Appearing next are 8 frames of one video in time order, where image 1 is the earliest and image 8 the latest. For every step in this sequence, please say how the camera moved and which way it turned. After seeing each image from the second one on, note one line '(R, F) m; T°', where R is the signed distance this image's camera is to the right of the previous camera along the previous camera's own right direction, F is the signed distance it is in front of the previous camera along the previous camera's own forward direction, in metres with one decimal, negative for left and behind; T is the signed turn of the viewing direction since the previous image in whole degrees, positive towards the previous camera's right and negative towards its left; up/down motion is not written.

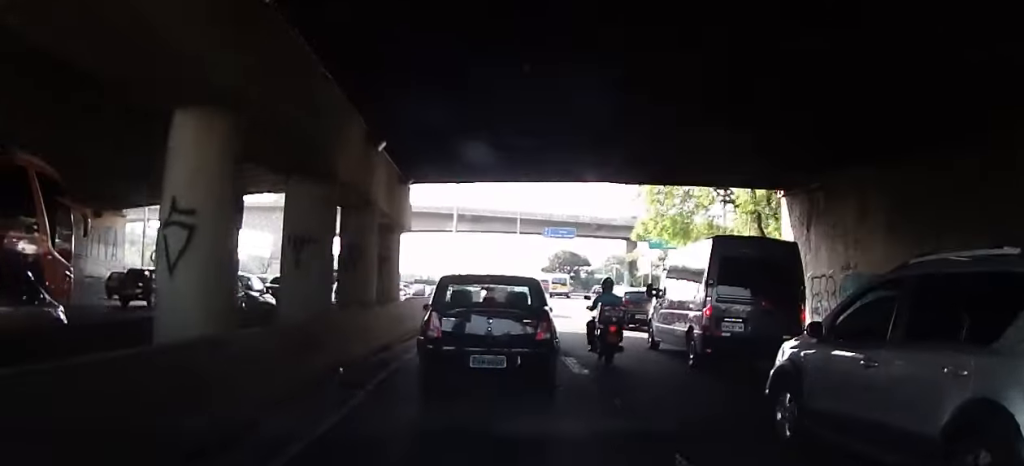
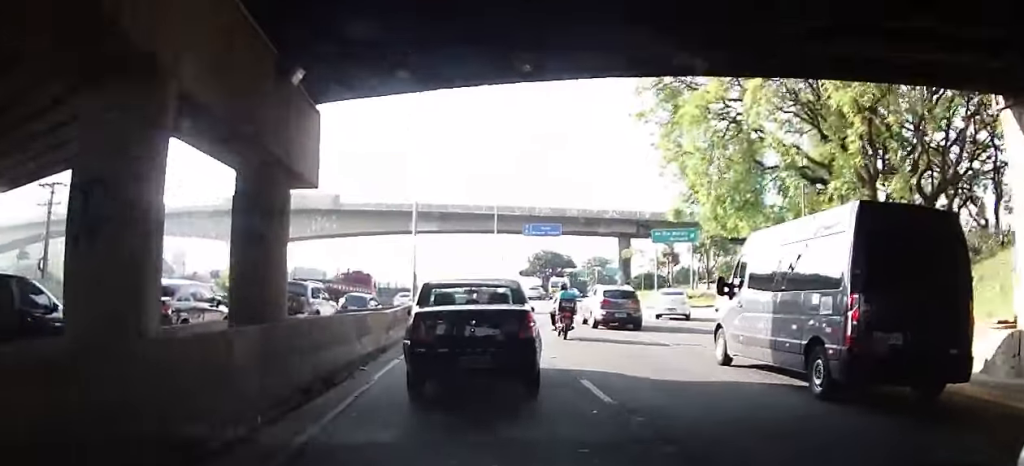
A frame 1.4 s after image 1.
(+0.9, +11.7) m; +8°
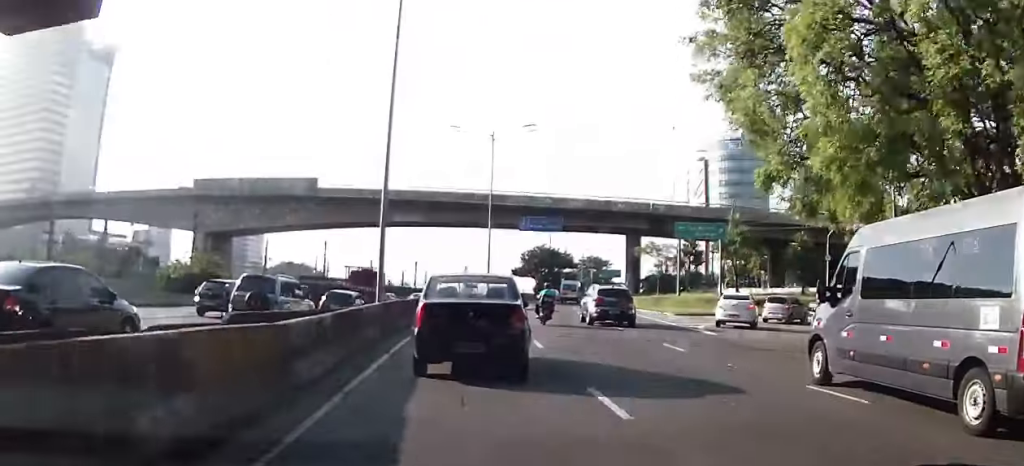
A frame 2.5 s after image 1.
(+0.2, +9.3) m; +5°
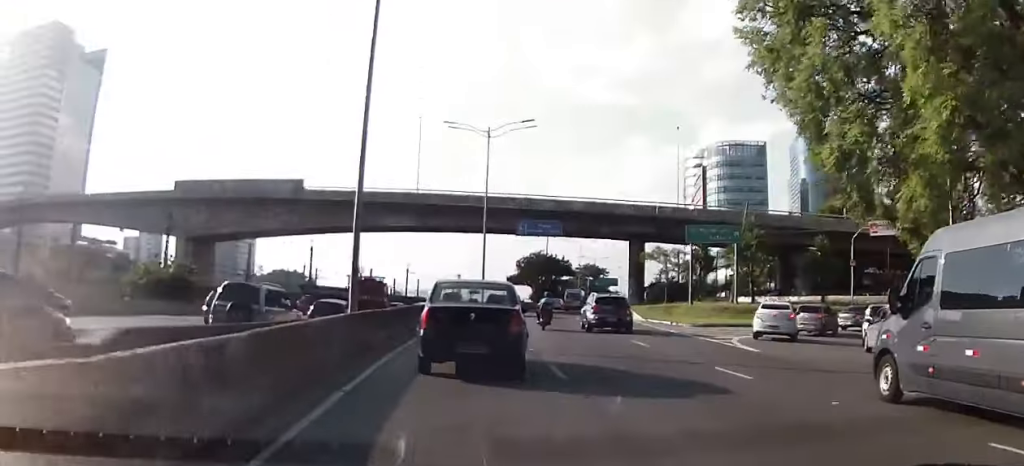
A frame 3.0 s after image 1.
(+0.3, +4.4) m; +1°
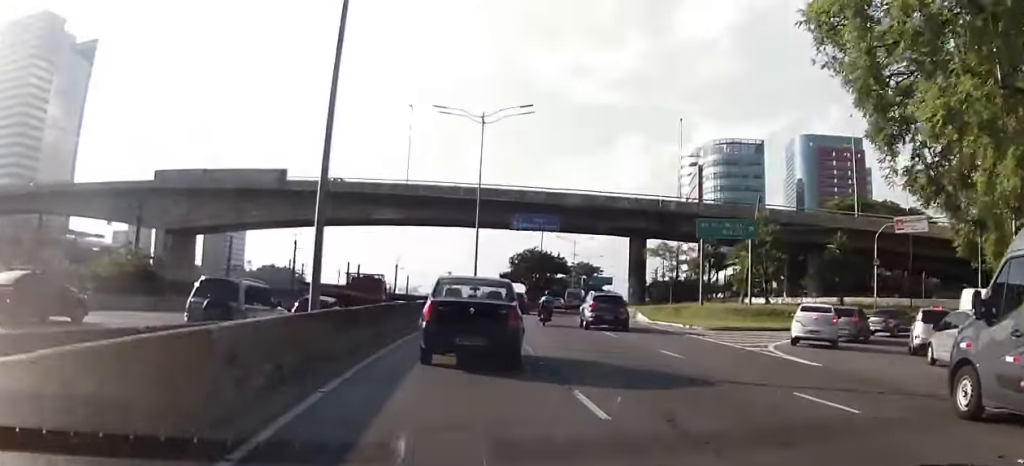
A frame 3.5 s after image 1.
(+0.2, +3.8) m; +1°
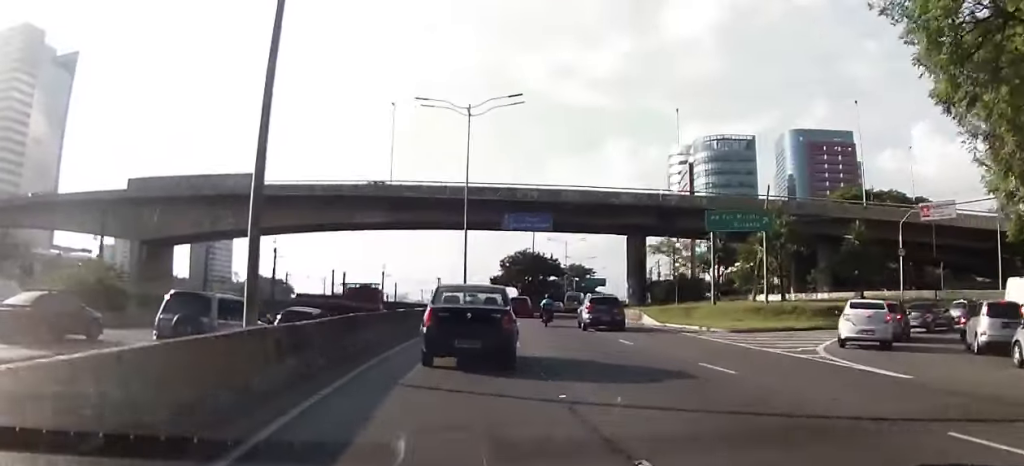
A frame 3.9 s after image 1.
(-0.2, +3.9) m; -1°
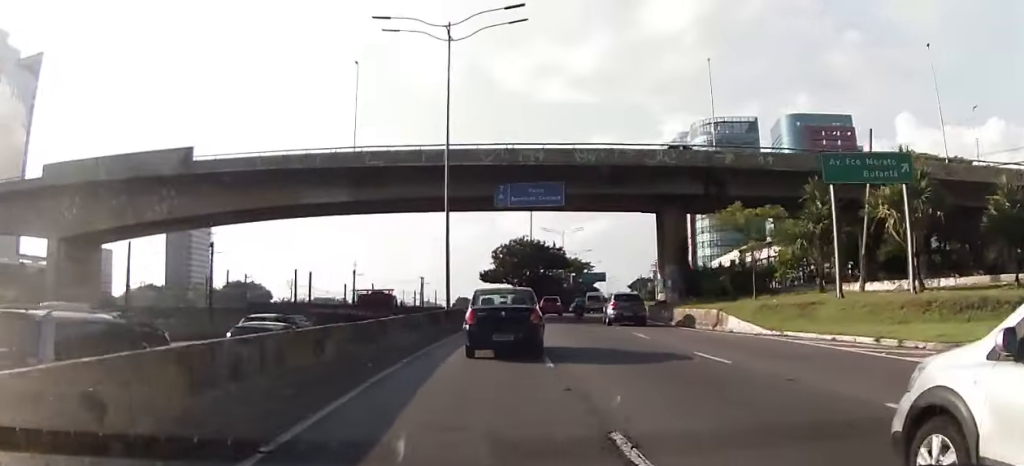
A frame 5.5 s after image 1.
(-0.3, +14.8) m; +2°
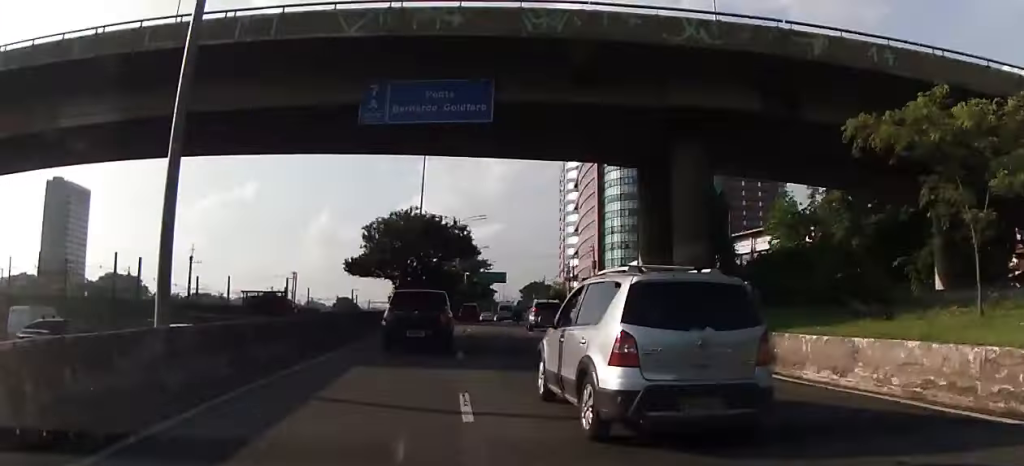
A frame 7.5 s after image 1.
(+1.1, +22.2) m; +5°
